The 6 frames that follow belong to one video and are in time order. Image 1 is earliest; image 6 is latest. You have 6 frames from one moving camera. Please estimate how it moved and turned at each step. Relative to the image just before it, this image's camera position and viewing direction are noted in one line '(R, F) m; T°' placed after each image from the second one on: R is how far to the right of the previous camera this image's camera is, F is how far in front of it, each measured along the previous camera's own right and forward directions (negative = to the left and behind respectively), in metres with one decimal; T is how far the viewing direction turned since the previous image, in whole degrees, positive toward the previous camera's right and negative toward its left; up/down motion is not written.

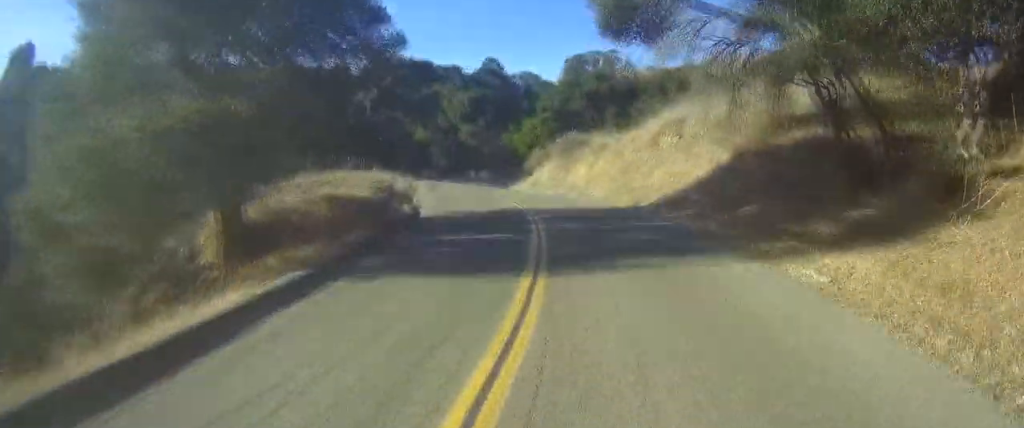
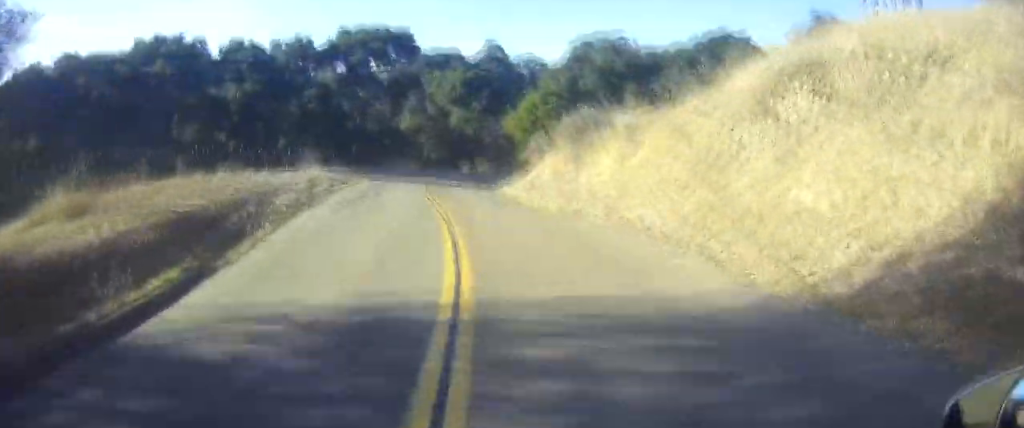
(-1.2, +15.7) m; -9°
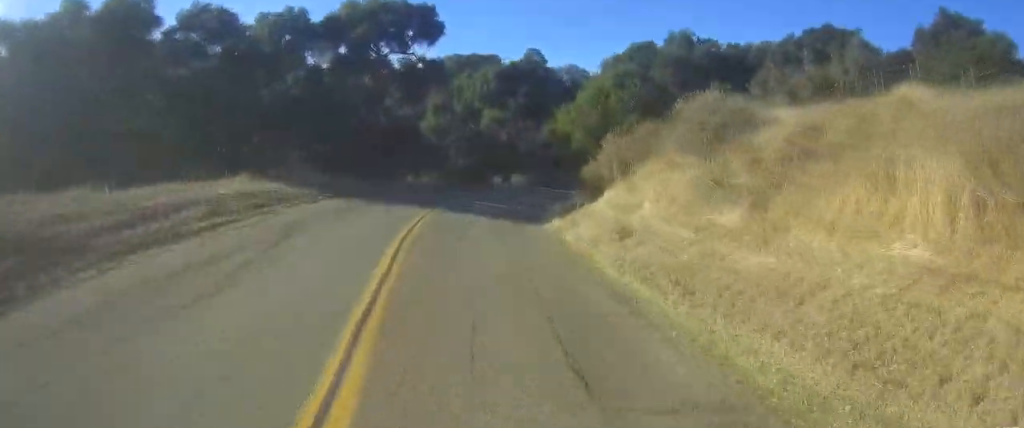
(-1.2, +16.9) m; -4°
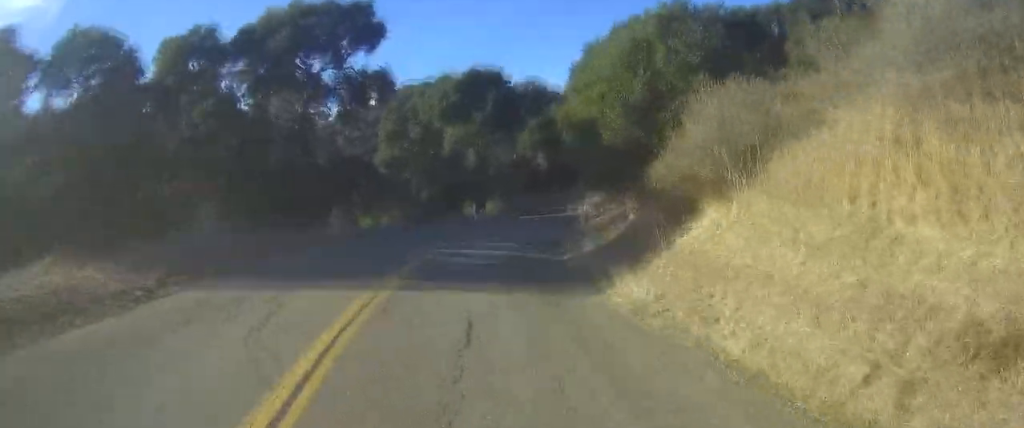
(0.0, +12.1) m; +1°
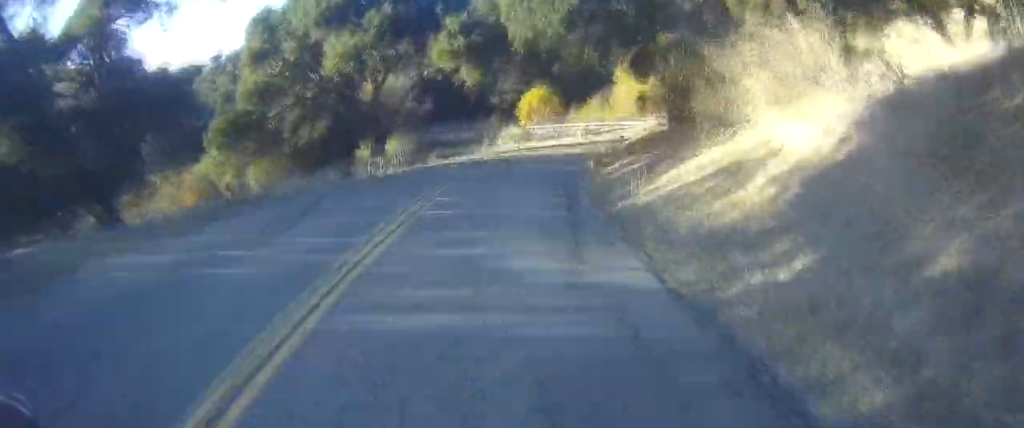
(+1.0, +19.6) m; +8°
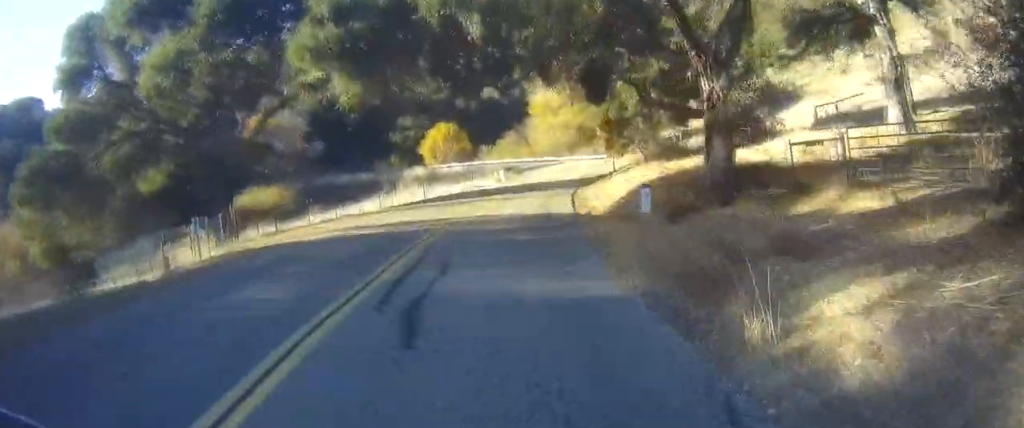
(+0.8, +15.2) m; +7°
